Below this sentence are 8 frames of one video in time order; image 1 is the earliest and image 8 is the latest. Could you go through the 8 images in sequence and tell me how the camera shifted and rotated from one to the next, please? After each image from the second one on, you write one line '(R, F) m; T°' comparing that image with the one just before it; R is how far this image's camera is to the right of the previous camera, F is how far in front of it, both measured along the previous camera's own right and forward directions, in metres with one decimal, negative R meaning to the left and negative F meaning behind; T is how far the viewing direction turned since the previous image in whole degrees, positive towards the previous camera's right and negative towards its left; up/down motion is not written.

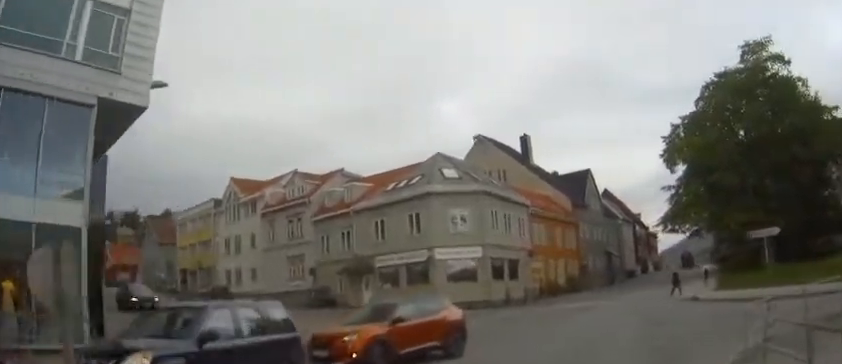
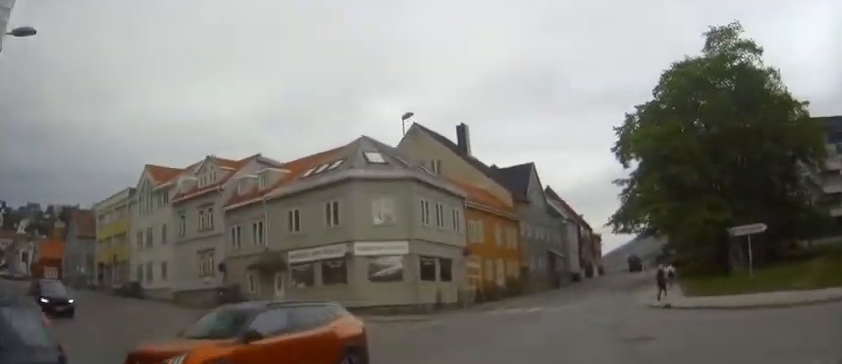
(+0.1, +5.0) m; +2°
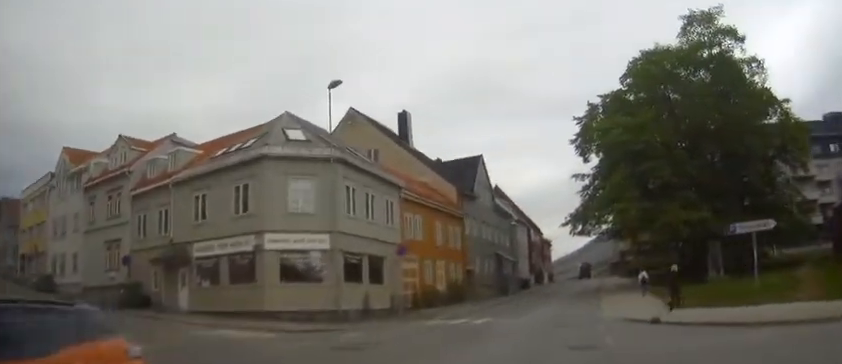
(+0.1, +5.8) m; +10°
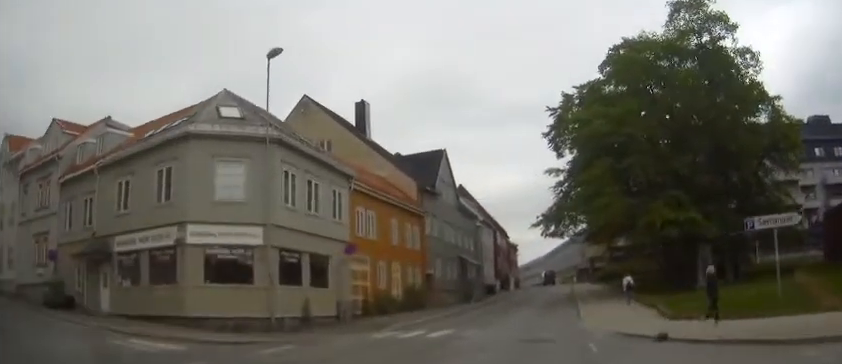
(+0.7, +4.5) m; +7°
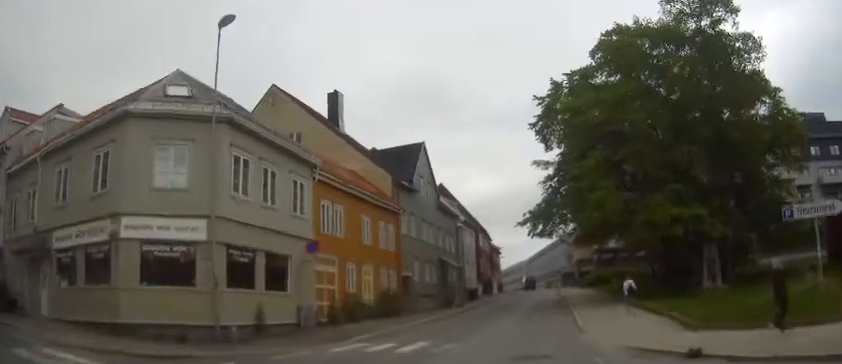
(+0.2, +3.8) m; +5°
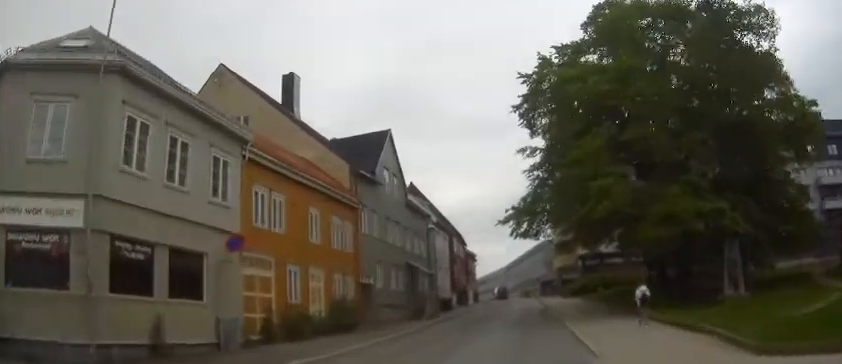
(+0.1, +6.2) m; +8°
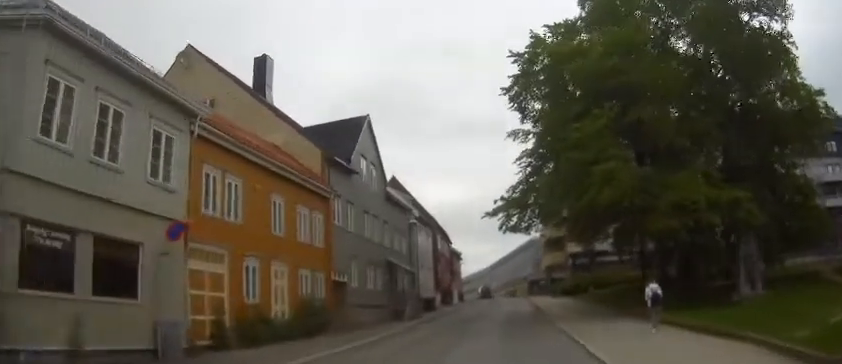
(+0.4, +3.4) m; +5°
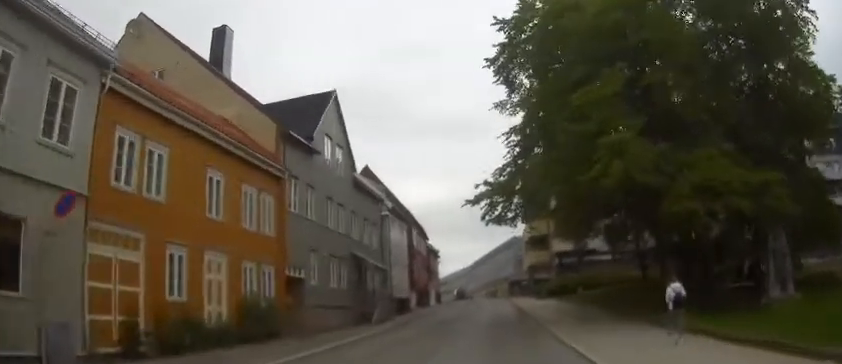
(+0.2, +4.4) m; +3°
